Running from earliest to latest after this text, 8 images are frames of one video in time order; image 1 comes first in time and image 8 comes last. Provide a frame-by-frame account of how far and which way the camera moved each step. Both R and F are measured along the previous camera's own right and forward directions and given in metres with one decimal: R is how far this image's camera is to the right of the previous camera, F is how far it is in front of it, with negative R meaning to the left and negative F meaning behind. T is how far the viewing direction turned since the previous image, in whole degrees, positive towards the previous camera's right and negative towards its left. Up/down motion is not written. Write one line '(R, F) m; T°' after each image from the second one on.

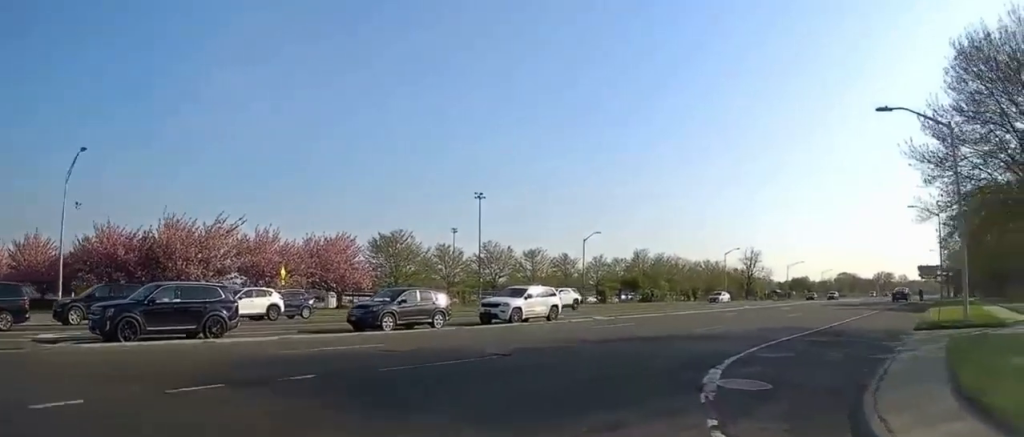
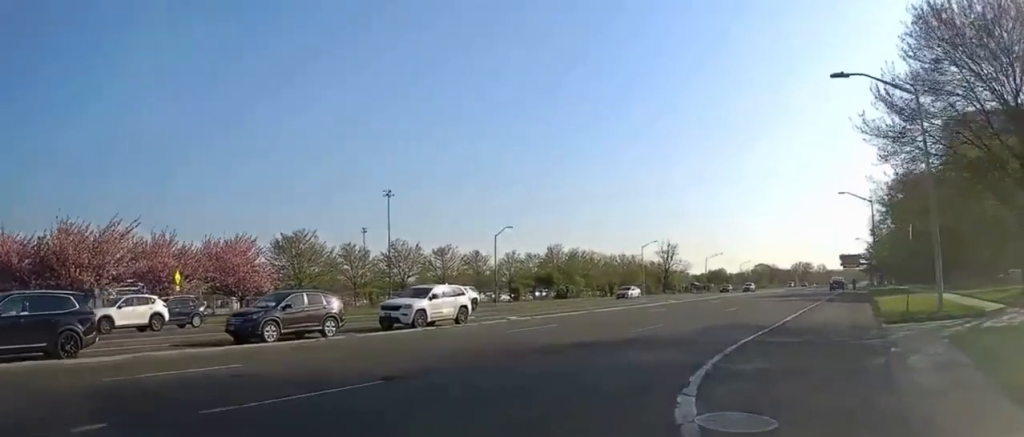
(-0.2, +2.8) m; +5°
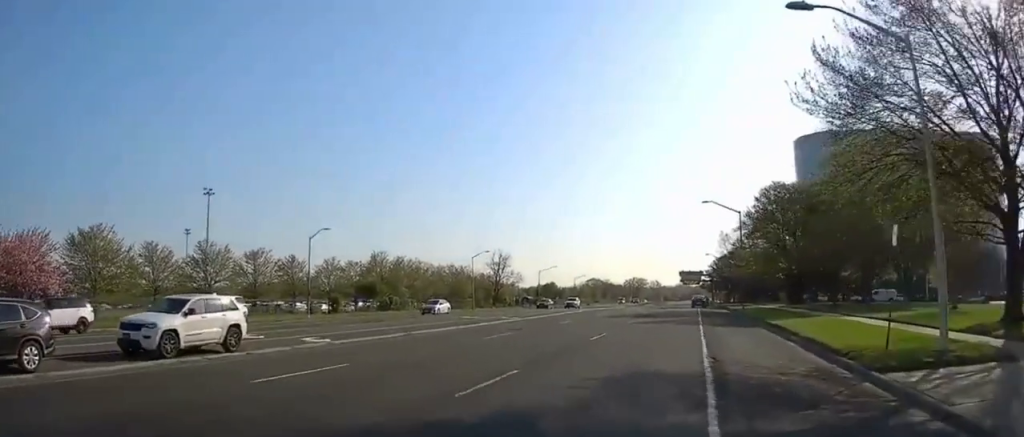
(+0.9, +8.0) m; +12°
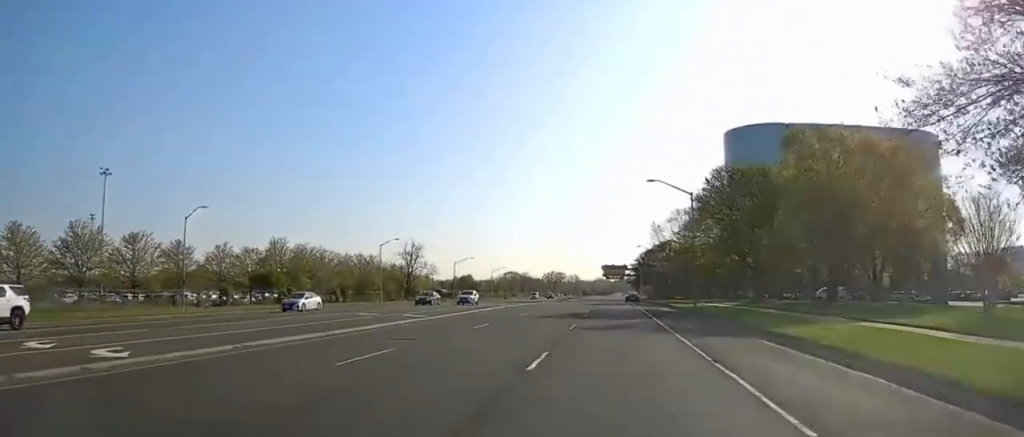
(+0.9, +9.9) m; +11°
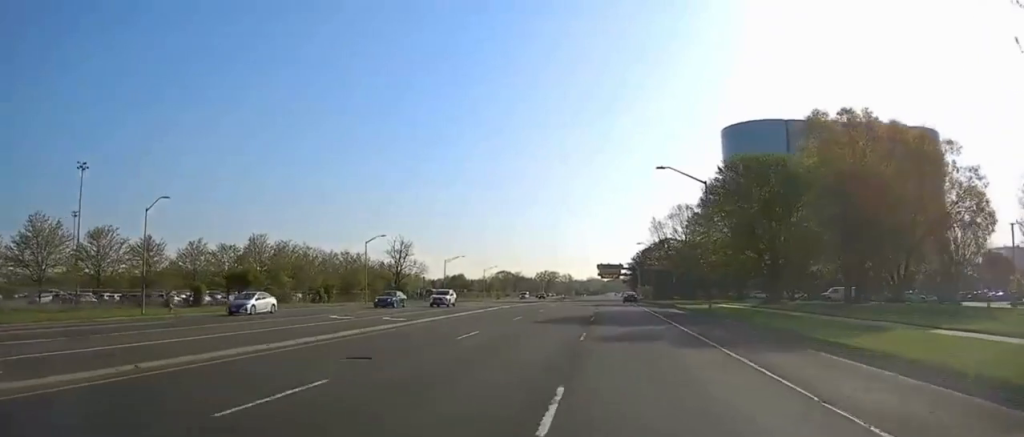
(+0.5, +5.5) m; +3°
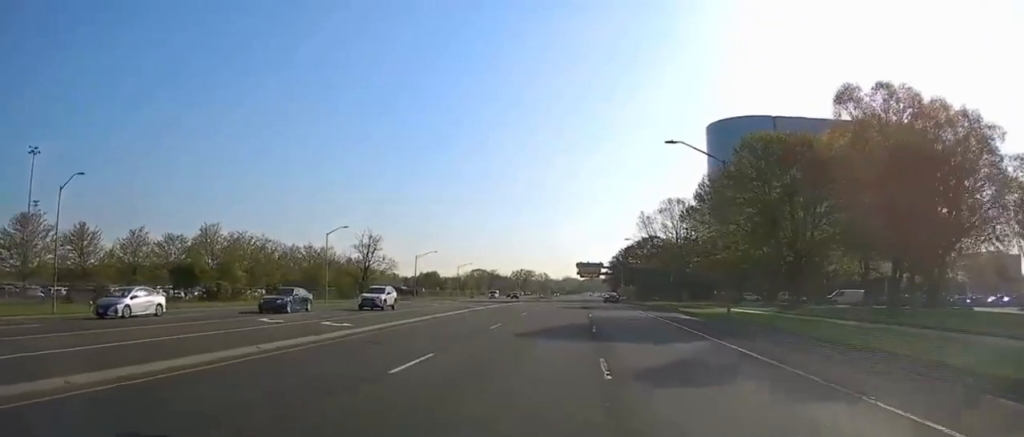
(+0.3, +8.1) m; +3°
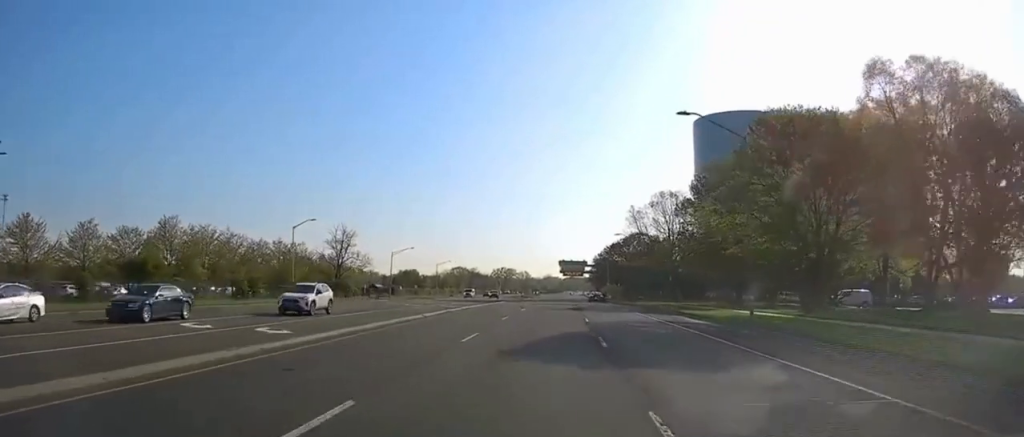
(0.0, +6.1) m; 0°
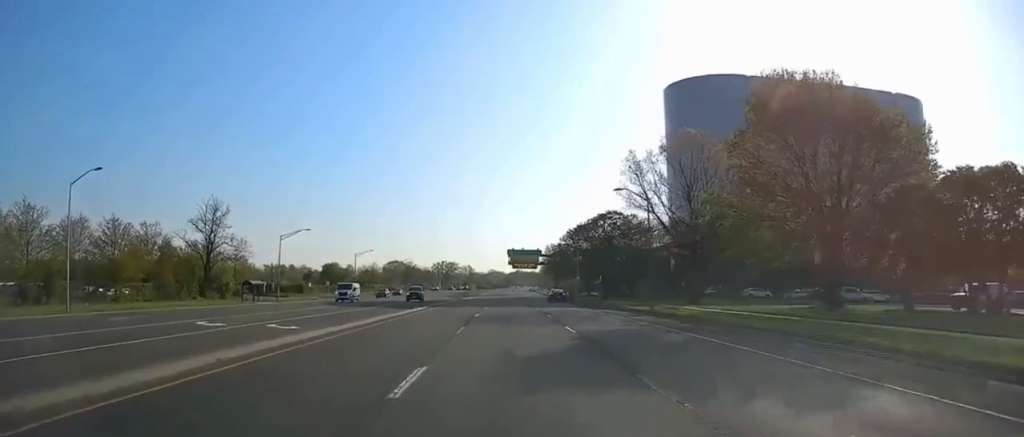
(+1.8, +33.8) m; +5°
